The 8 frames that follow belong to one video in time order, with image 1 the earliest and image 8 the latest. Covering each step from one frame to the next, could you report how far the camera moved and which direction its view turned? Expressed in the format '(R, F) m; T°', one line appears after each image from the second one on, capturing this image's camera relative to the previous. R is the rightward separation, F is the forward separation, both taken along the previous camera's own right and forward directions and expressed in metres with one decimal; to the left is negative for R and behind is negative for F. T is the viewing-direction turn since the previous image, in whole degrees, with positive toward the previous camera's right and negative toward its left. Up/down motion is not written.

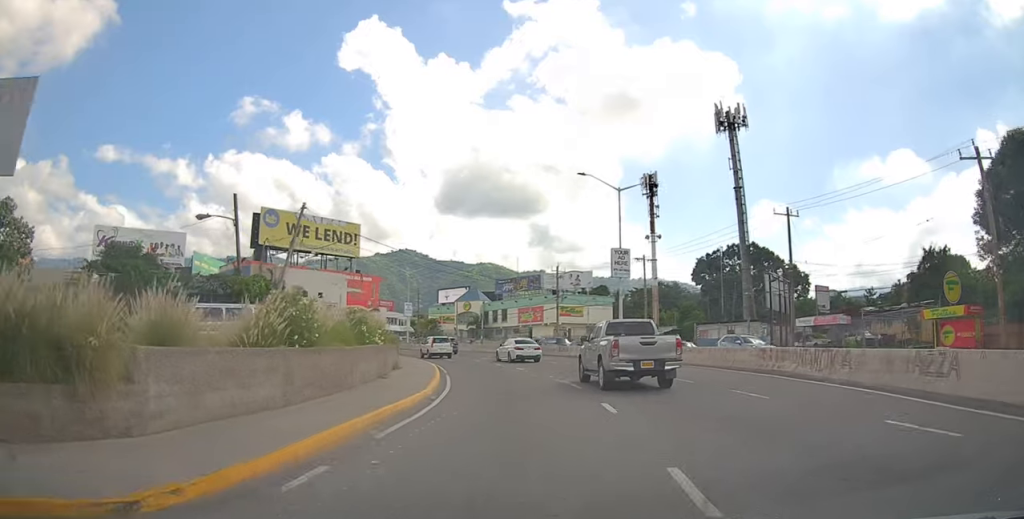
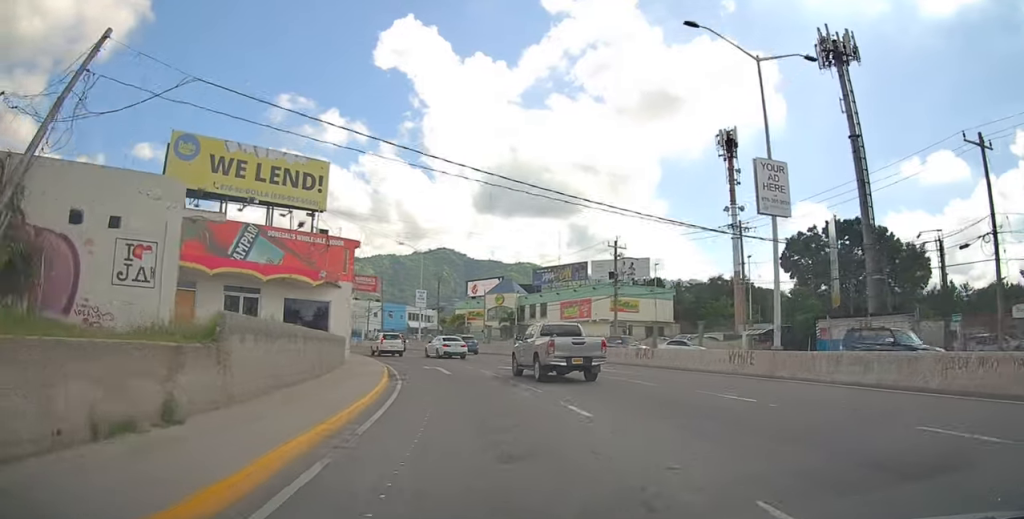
(-0.2, +17.7) m; -3°
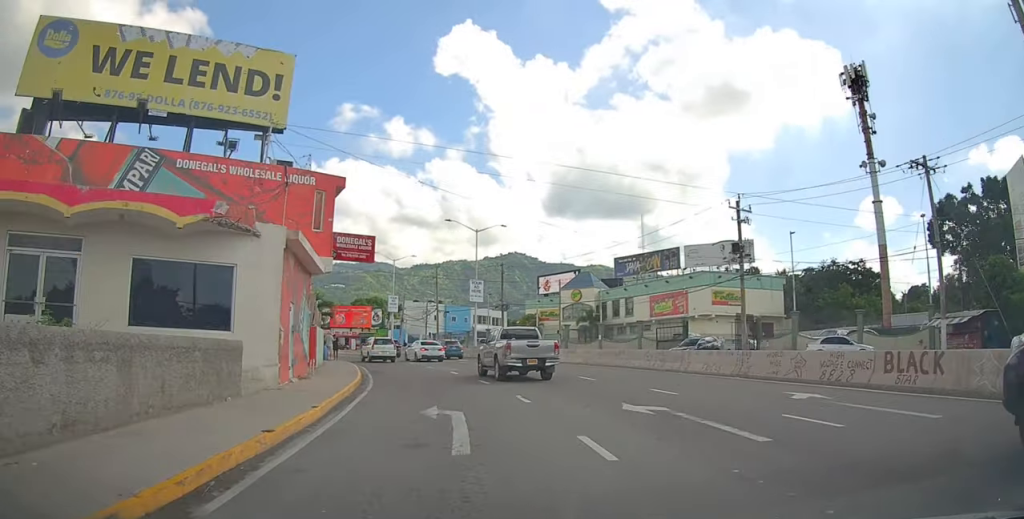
(-0.8, +15.0) m; -8°
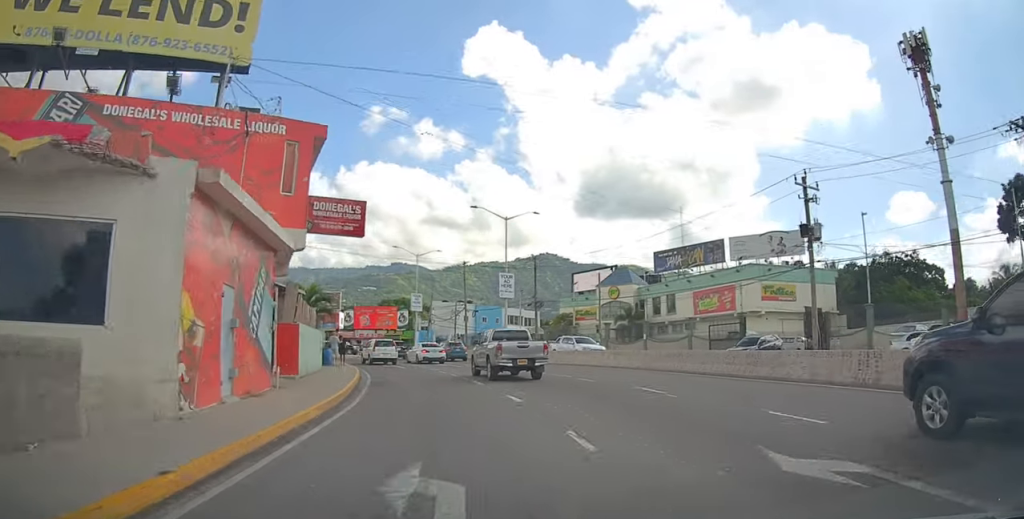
(-0.1, +5.4) m; -4°
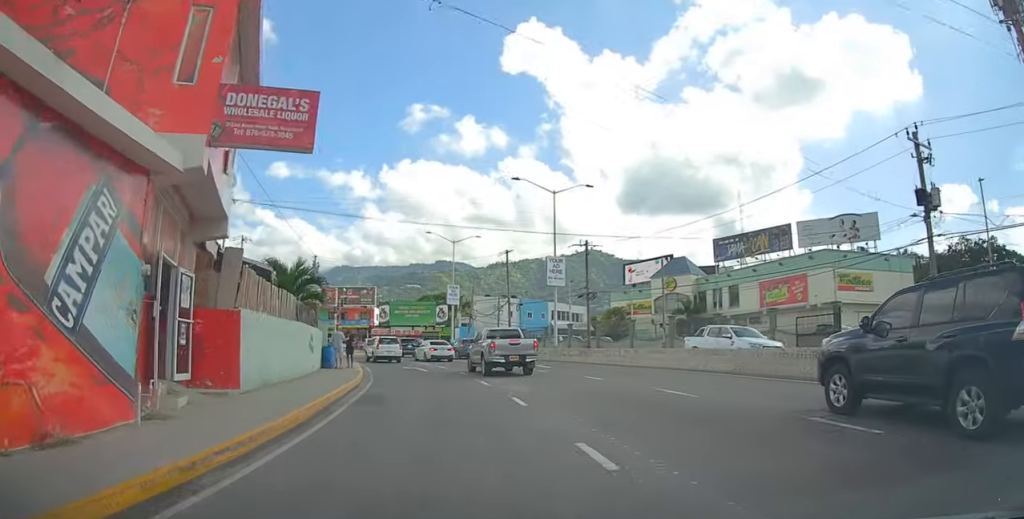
(-0.4, +6.9) m; -5°
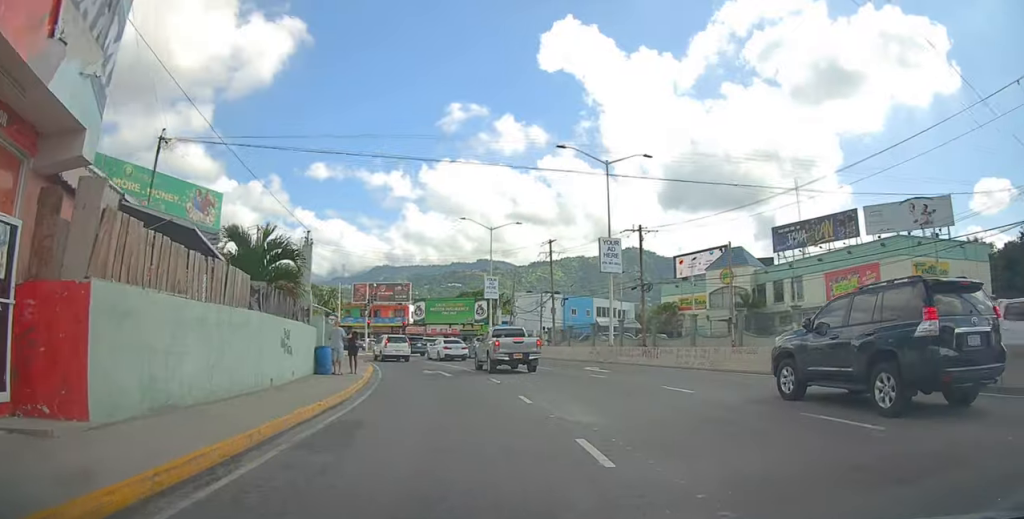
(-0.3, +5.8) m; -5°
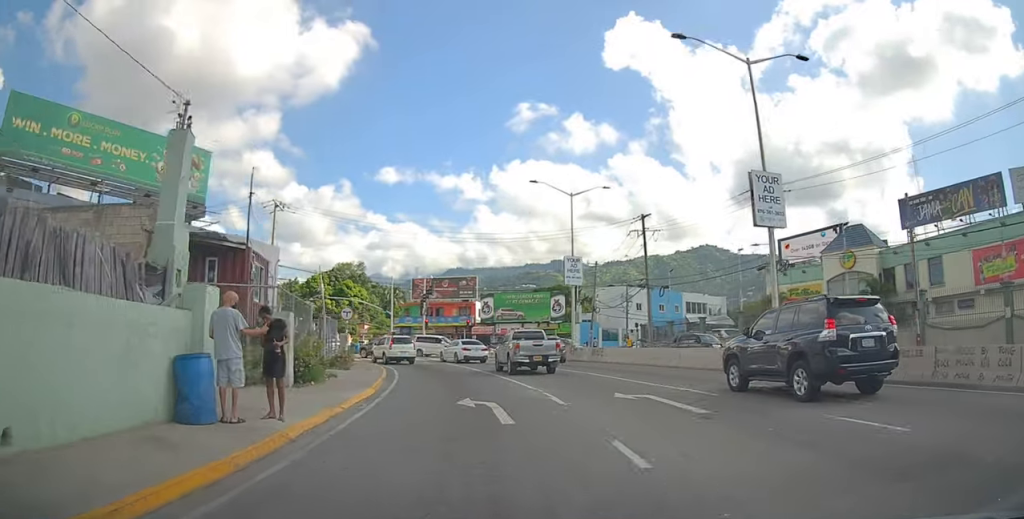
(-1.1, +11.7) m; -8°
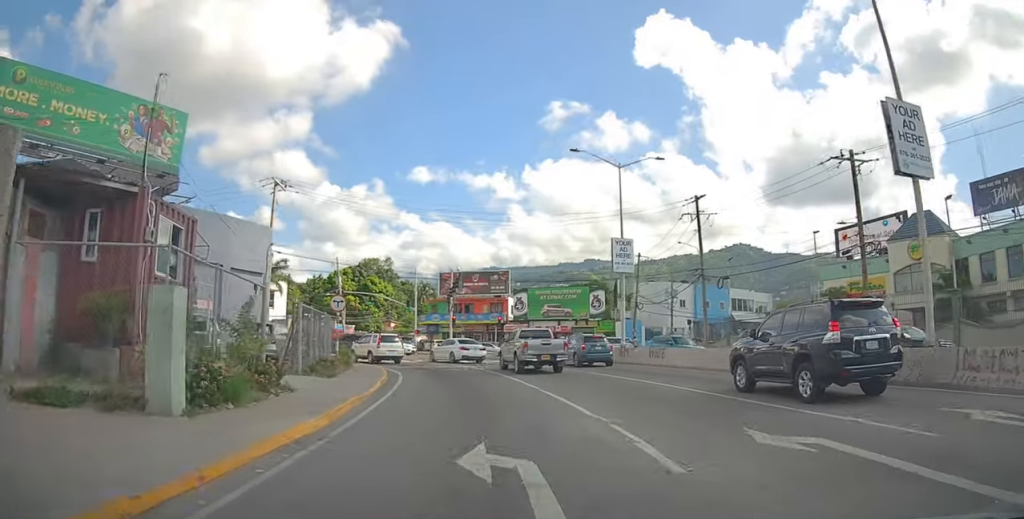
(-0.1, +6.1) m; 0°
